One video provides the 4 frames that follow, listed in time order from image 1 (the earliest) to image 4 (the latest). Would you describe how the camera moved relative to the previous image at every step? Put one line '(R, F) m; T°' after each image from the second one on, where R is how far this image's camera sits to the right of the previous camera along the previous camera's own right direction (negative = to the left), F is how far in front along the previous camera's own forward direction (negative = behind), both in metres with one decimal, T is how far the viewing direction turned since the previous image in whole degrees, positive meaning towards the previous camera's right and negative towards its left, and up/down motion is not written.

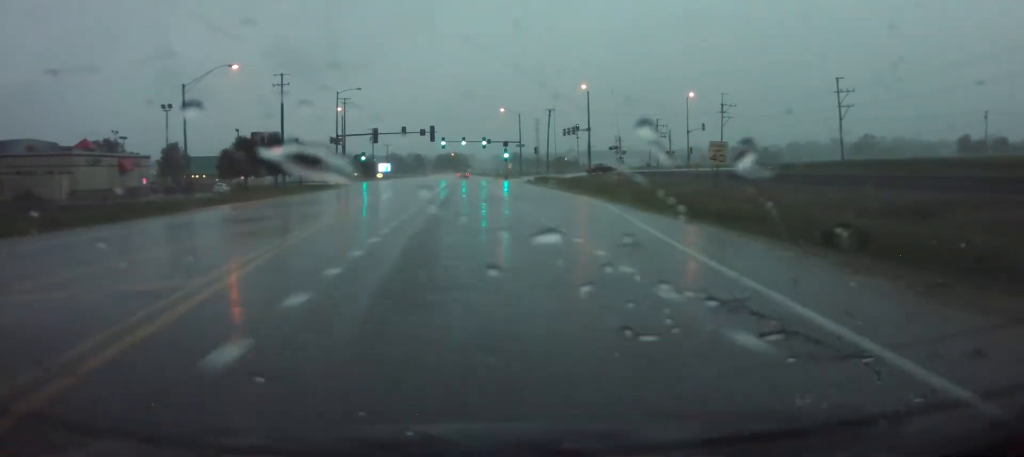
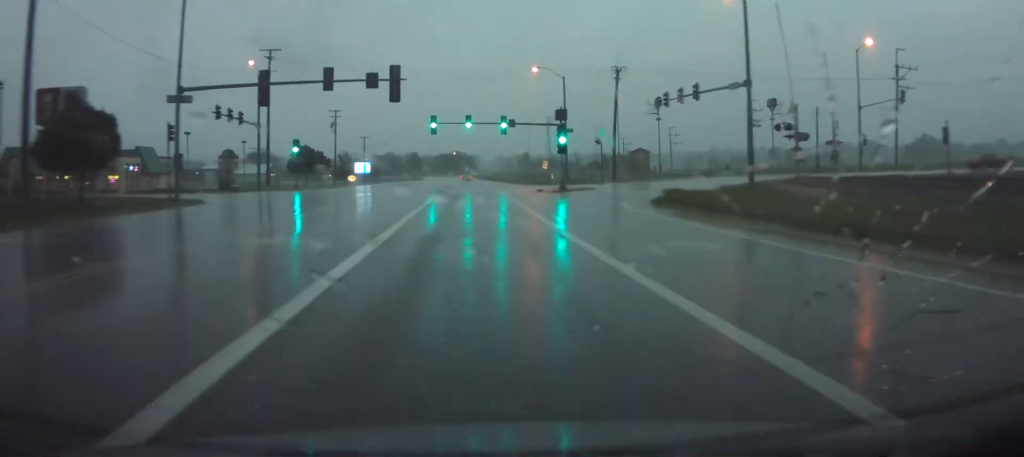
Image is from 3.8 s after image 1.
(-0.4, +64.2) m; 0°
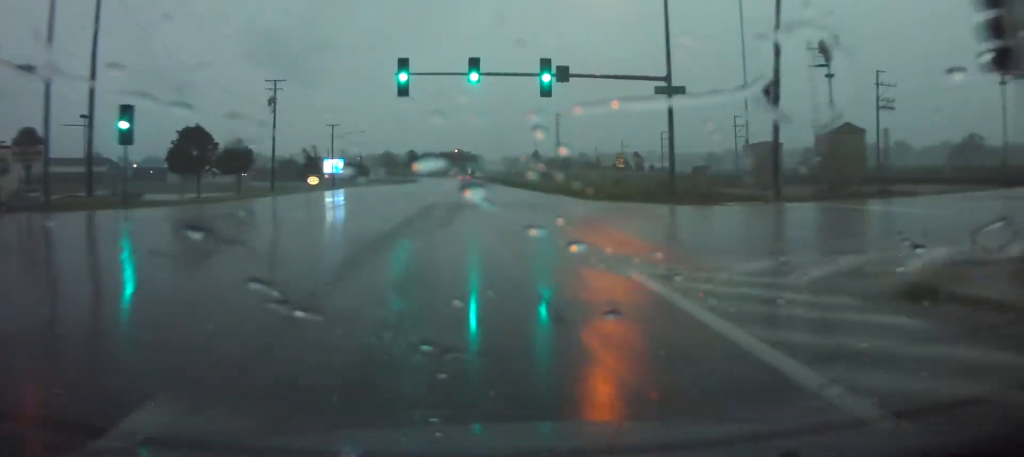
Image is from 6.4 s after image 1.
(0.0, +46.0) m; 0°
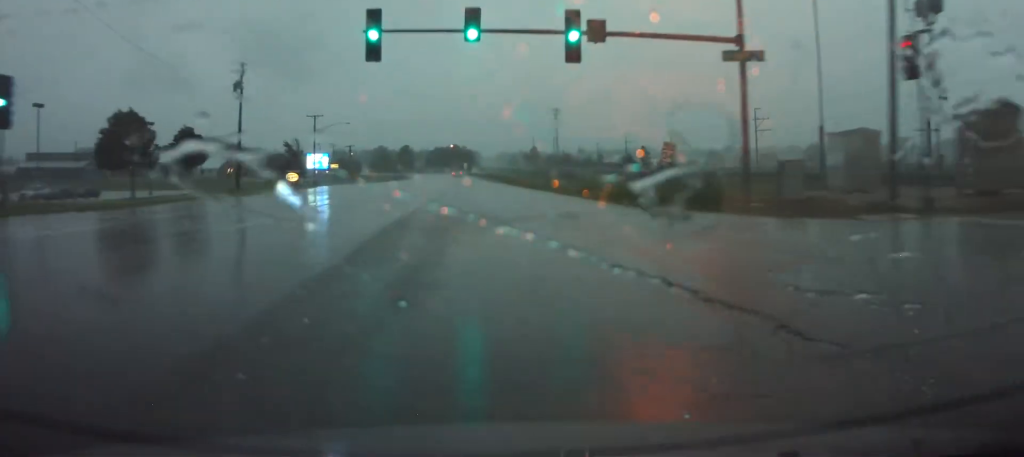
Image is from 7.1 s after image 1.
(0.0, +12.5) m; 0°
